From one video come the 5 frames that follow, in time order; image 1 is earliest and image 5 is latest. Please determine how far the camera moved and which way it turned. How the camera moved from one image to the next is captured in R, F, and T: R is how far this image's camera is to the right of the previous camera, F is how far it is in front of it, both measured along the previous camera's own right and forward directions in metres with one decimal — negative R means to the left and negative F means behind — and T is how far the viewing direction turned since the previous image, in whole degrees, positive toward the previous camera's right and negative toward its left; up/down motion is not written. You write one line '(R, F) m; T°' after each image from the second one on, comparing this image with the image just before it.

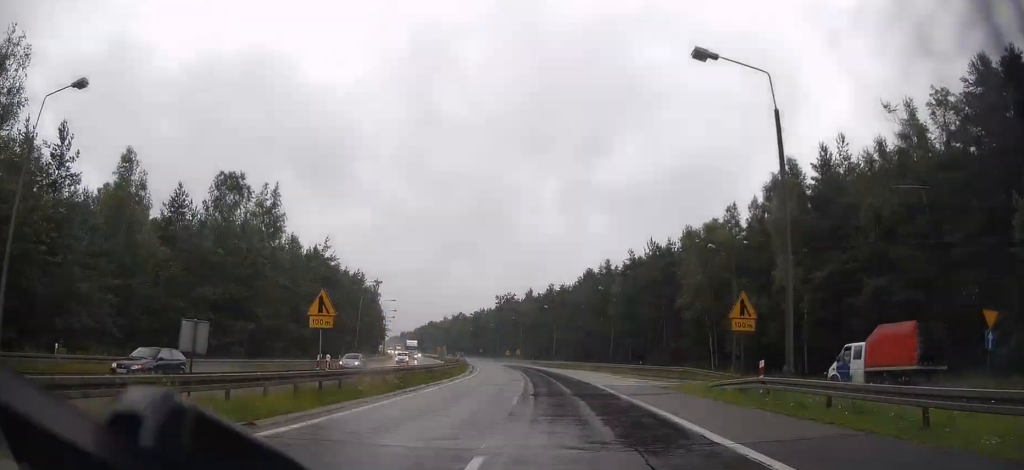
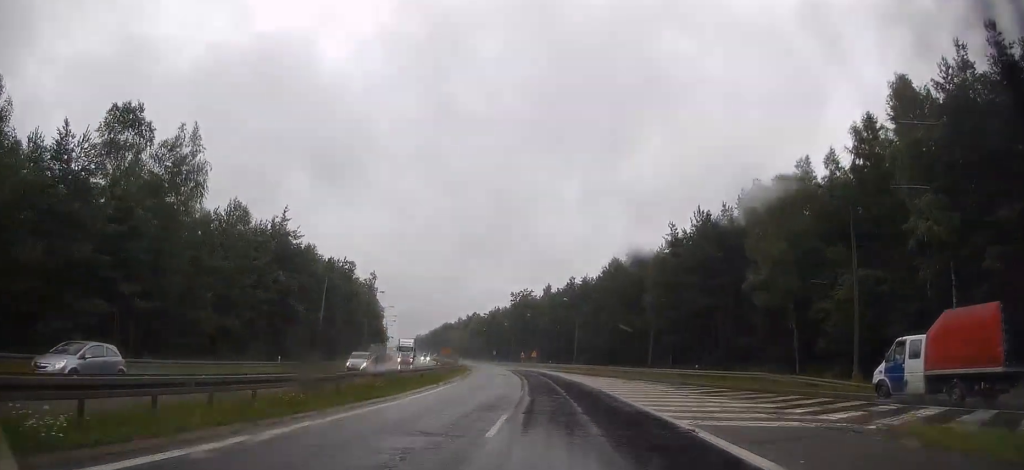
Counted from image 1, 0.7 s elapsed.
(-0.3, +19.2) m; -2°
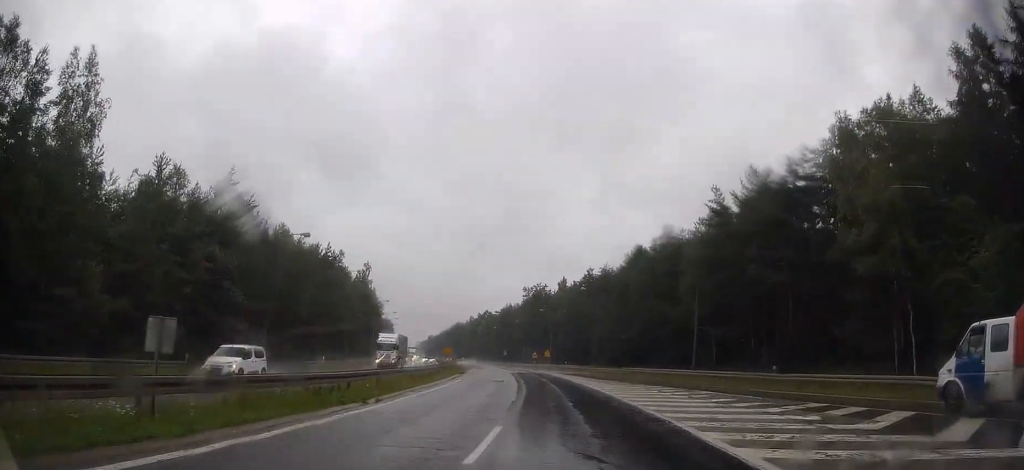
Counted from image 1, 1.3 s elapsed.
(-0.3, +15.0) m; -1°
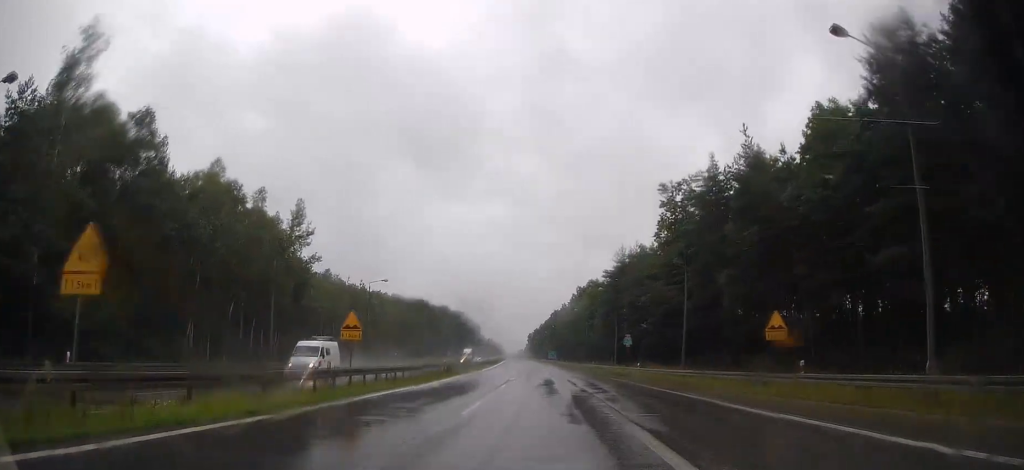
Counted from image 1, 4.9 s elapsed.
(-8.0, +98.7) m; -9°
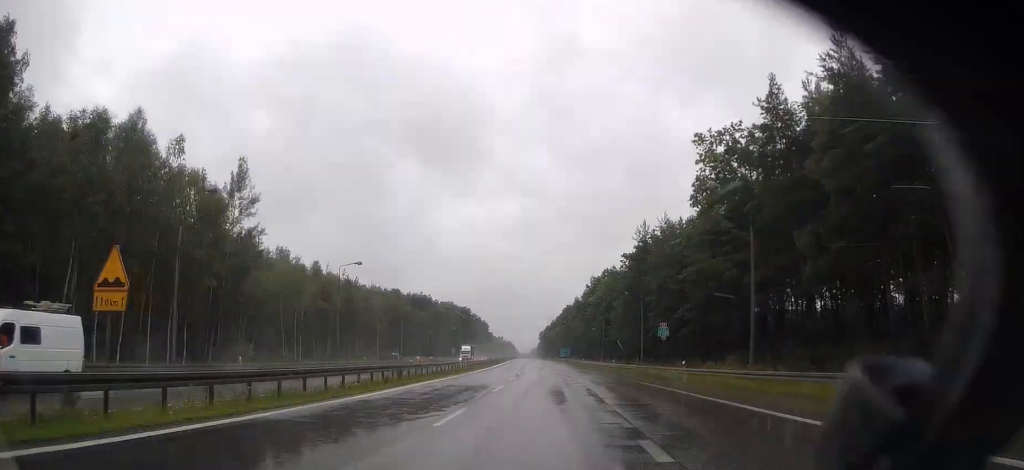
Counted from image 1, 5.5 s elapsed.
(-0.3, +15.6) m; -1°
